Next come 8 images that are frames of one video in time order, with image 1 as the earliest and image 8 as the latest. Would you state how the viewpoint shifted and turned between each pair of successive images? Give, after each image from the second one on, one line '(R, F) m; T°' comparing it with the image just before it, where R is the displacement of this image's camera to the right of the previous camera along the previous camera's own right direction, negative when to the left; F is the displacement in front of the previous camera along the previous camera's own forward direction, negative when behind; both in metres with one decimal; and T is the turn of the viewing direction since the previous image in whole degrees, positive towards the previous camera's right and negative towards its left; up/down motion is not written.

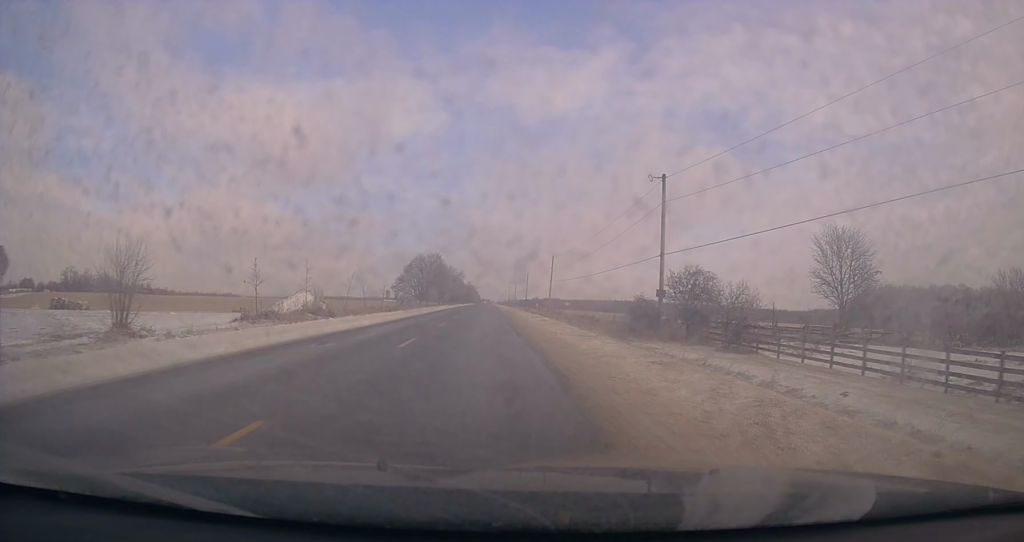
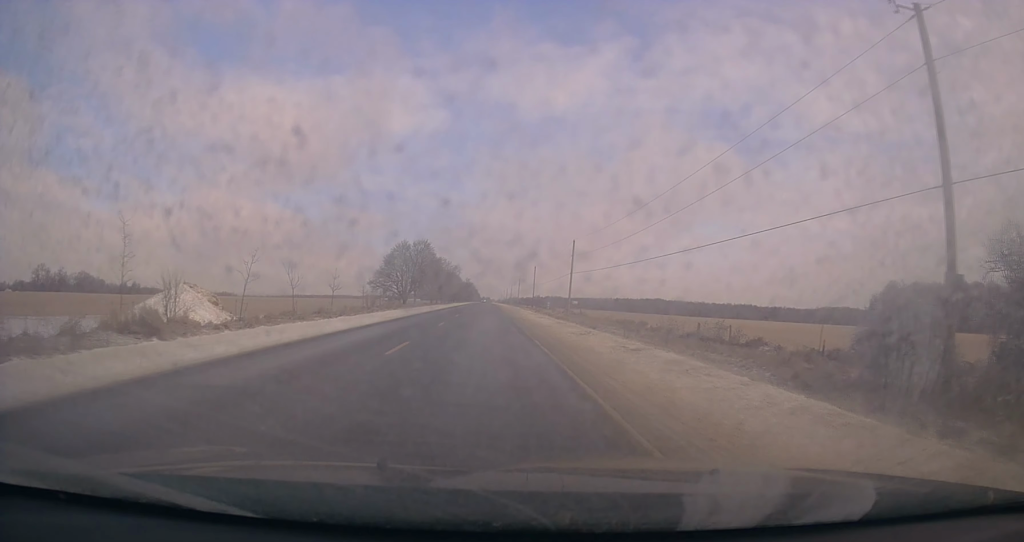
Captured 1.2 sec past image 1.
(-0.4, +26.3) m; -1°
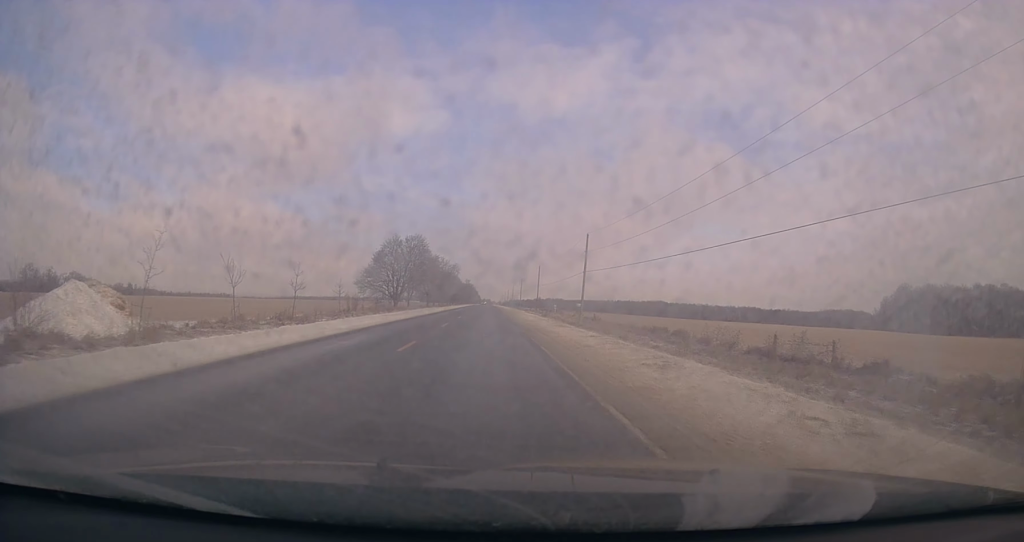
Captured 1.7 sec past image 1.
(+0.2, +11.2) m; 0°
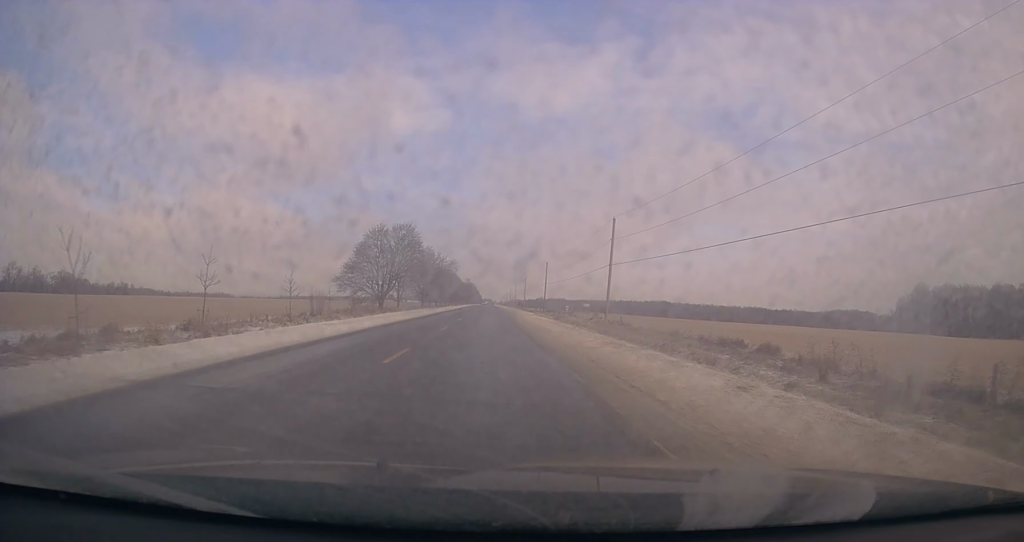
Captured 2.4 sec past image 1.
(-0.3, +14.4) m; 0°
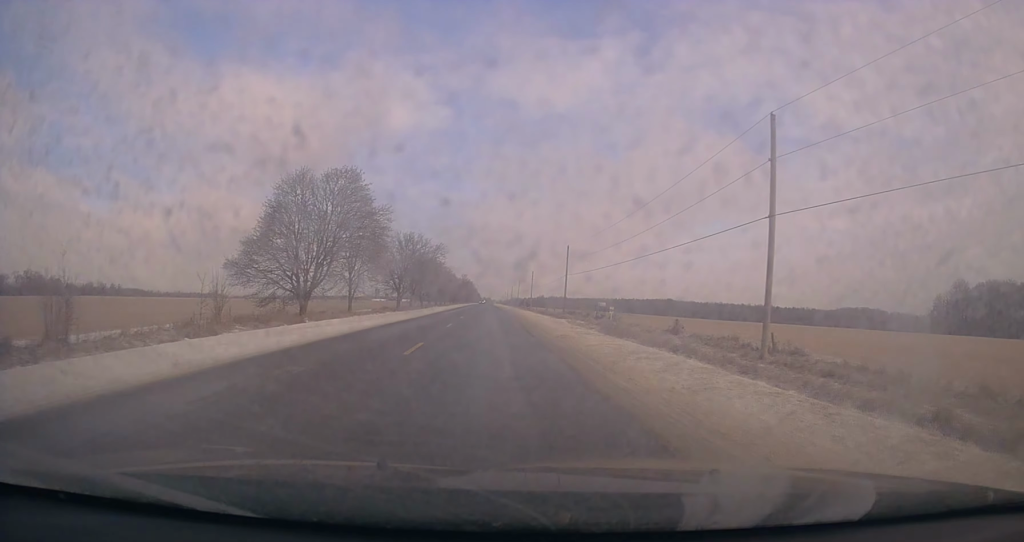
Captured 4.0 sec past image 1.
(+0.3, +34.6) m; +1°
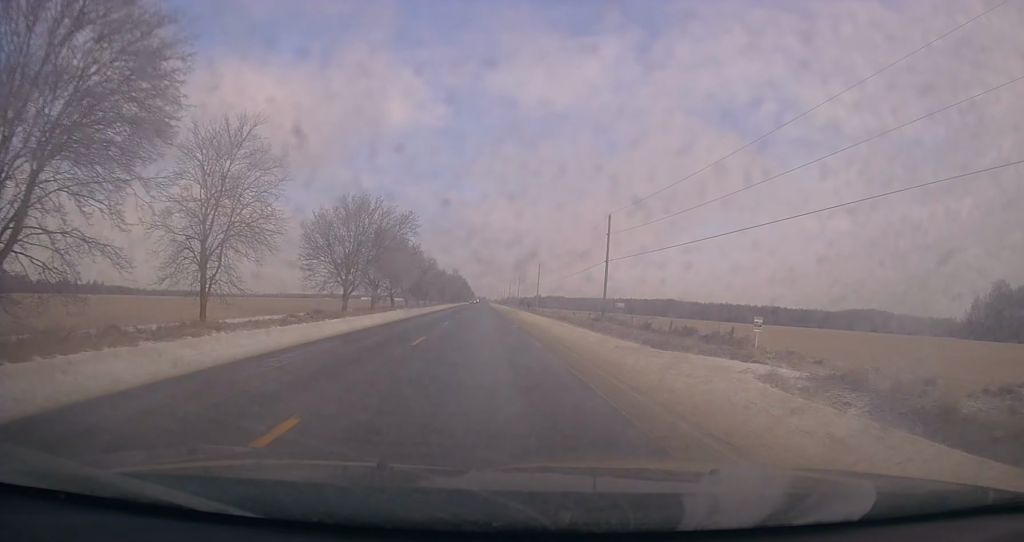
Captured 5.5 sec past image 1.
(-0.1, +33.7) m; -1°
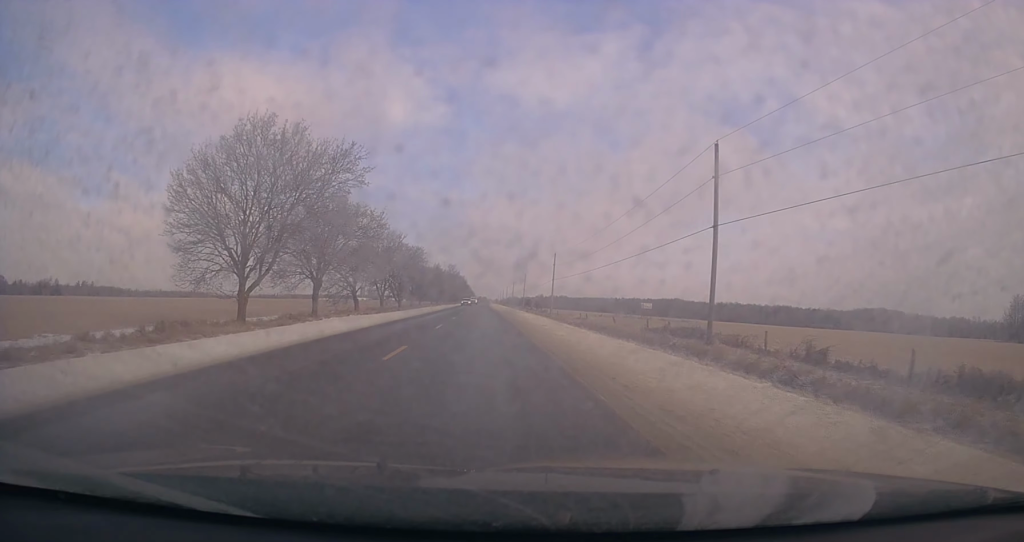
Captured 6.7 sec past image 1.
(-0.4, +27.6) m; +1°
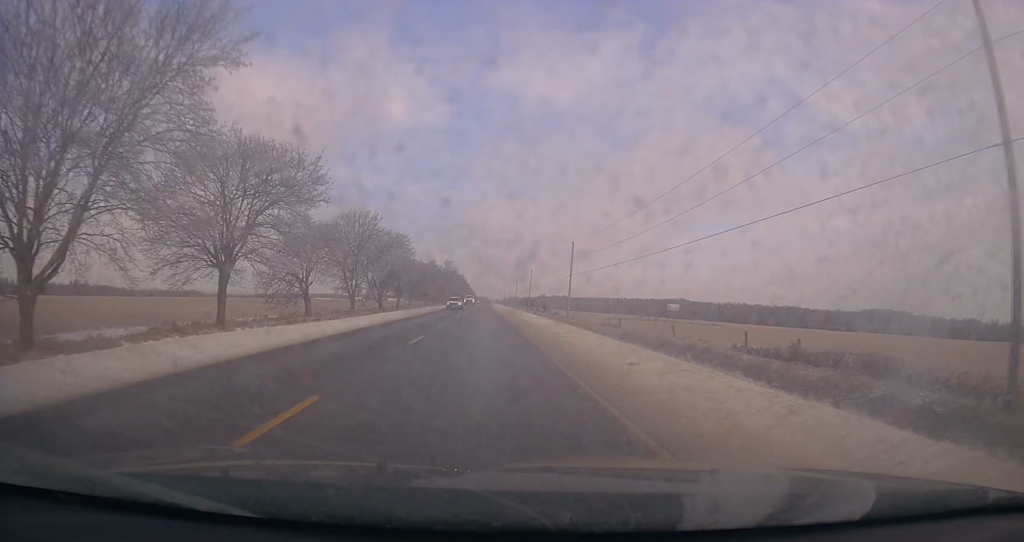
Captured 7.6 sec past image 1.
(+0.7, +19.5) m; +1°
